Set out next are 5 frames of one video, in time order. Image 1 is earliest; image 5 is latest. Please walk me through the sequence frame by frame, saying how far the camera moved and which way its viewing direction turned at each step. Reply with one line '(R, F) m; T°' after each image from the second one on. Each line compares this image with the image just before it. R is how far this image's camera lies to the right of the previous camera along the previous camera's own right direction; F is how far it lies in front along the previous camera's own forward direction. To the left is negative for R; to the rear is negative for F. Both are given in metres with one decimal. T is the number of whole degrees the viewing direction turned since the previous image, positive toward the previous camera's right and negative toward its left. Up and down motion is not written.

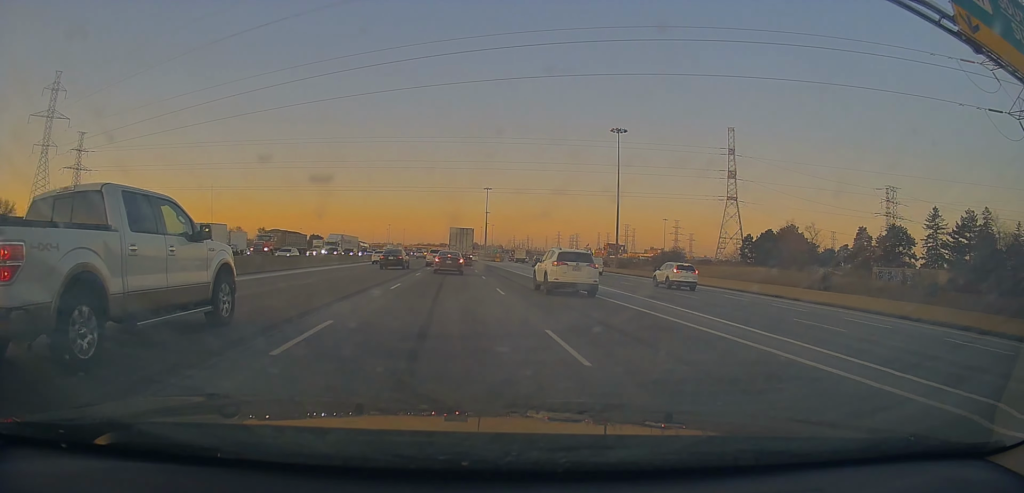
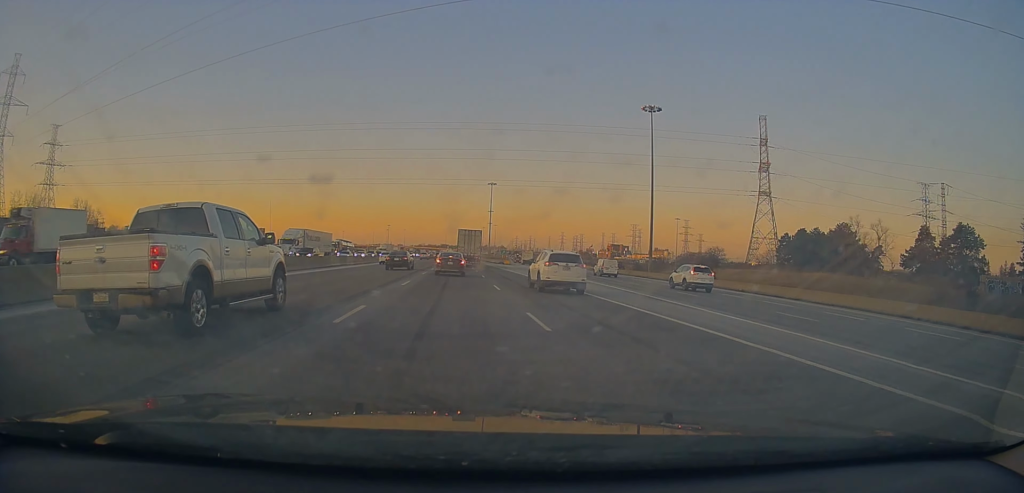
(-0.5, +20.4) m; -1°
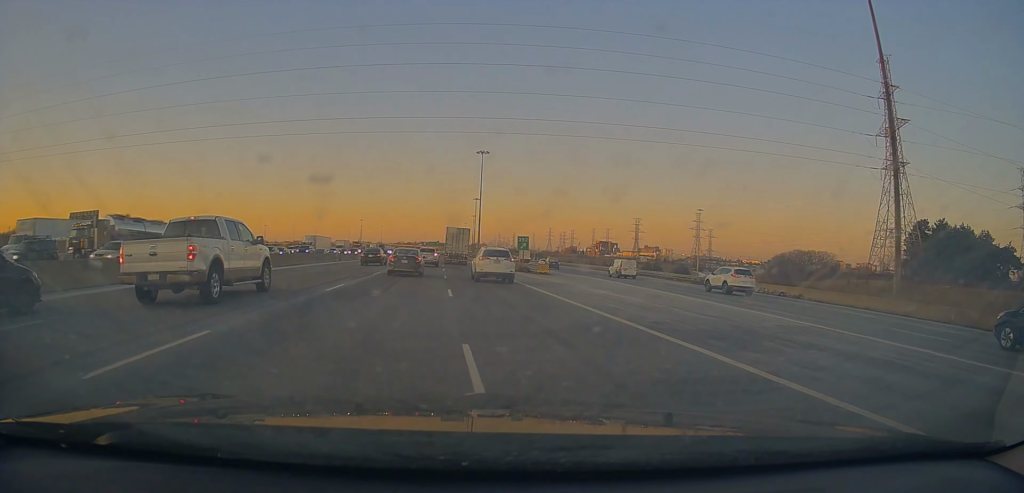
(+0.1, +64.1) m; +1°
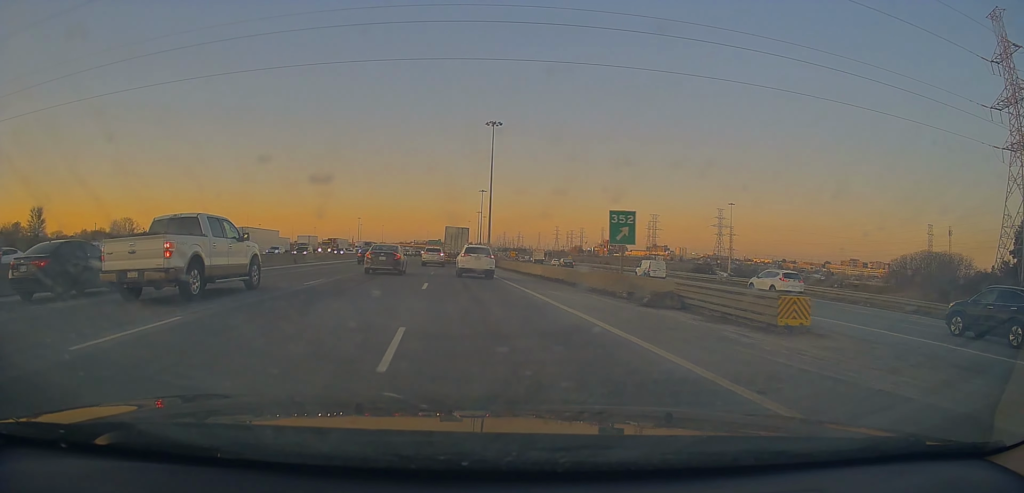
(+0.5, +34.6) m; 0°
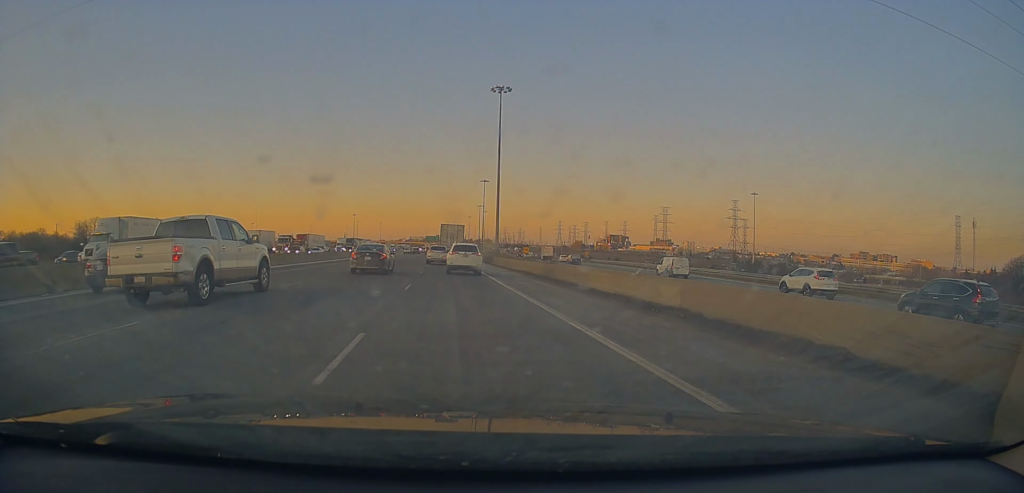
(-0.4, +24.8) m; 0°
